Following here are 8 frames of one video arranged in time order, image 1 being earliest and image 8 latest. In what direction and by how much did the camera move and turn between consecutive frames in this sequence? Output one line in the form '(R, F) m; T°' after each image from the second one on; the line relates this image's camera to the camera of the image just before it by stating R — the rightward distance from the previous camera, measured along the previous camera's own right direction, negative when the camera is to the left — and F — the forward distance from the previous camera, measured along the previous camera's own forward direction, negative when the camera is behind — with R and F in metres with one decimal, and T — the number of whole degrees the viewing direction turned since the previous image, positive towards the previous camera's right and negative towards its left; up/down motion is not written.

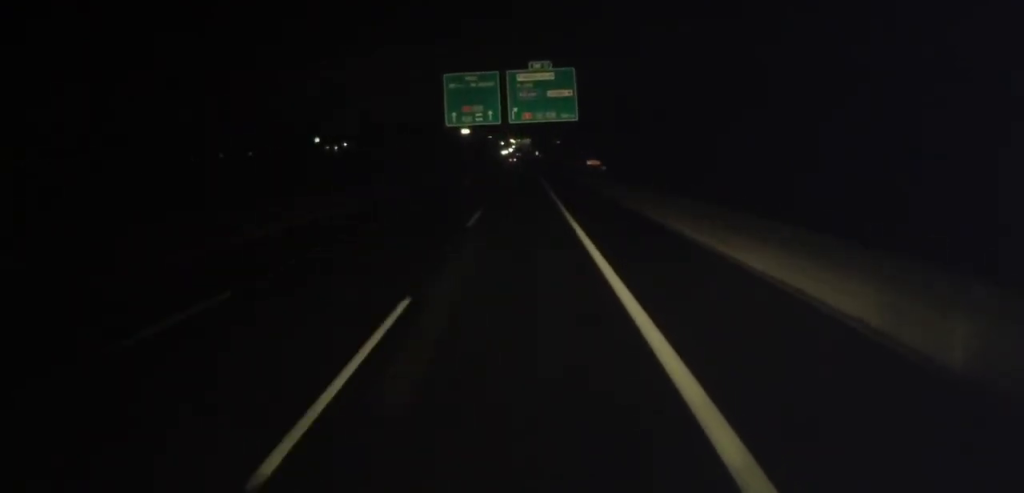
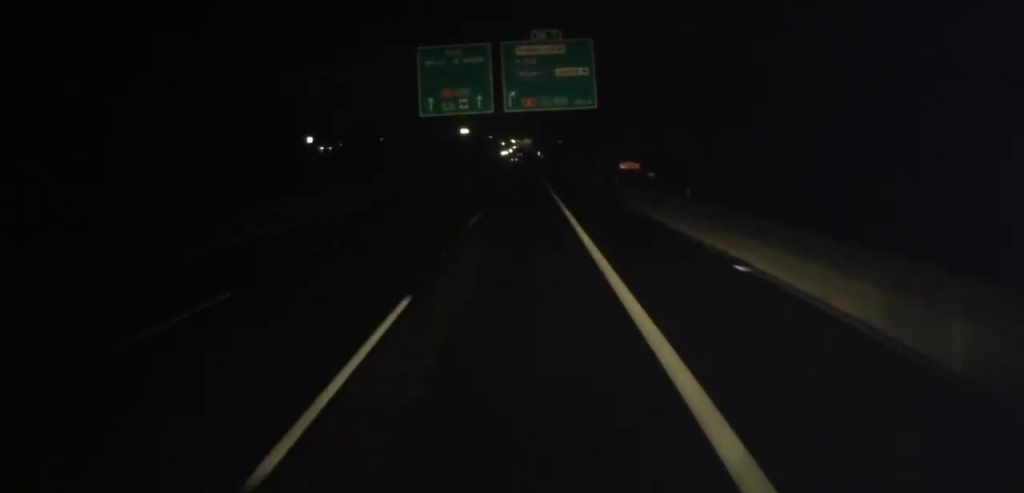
(-0.2, +17.8) m; -1°
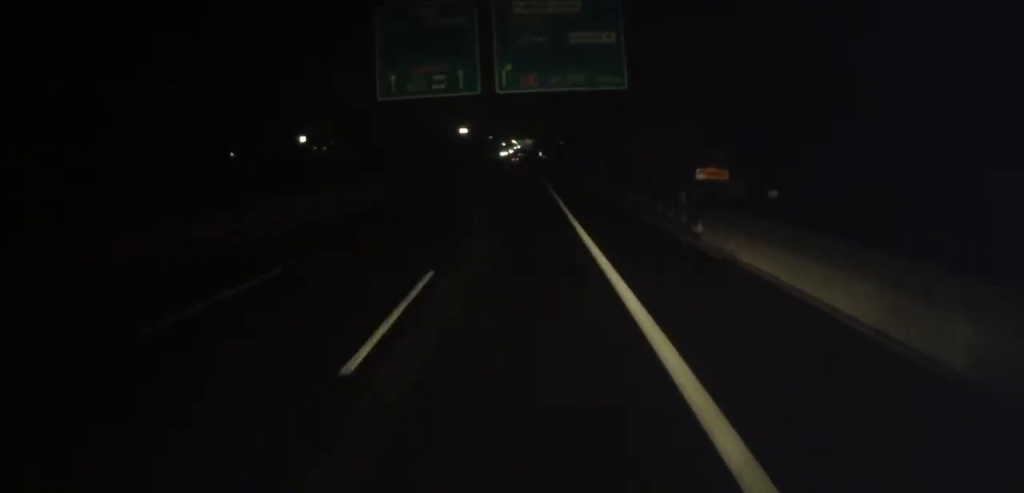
(0.0, +15.4) m; 0°
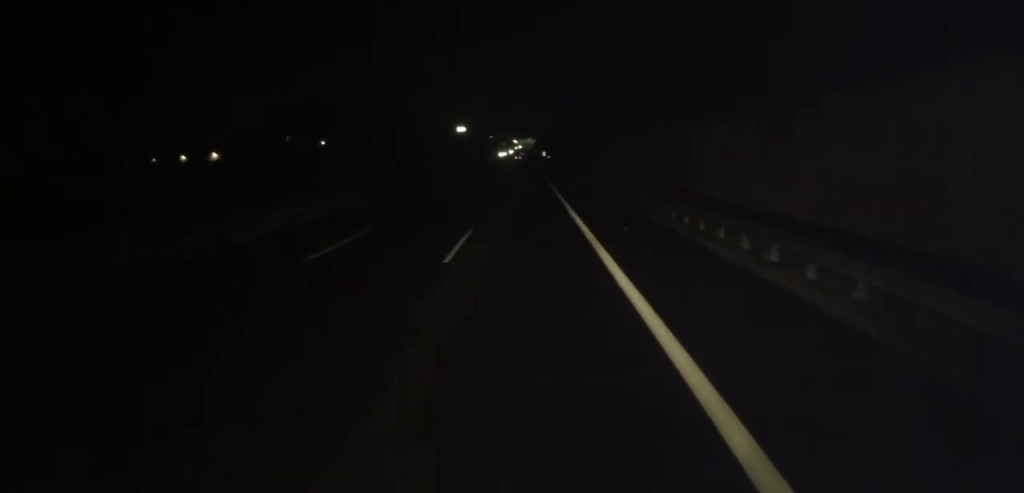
(0.0, +28.3) m; 0°
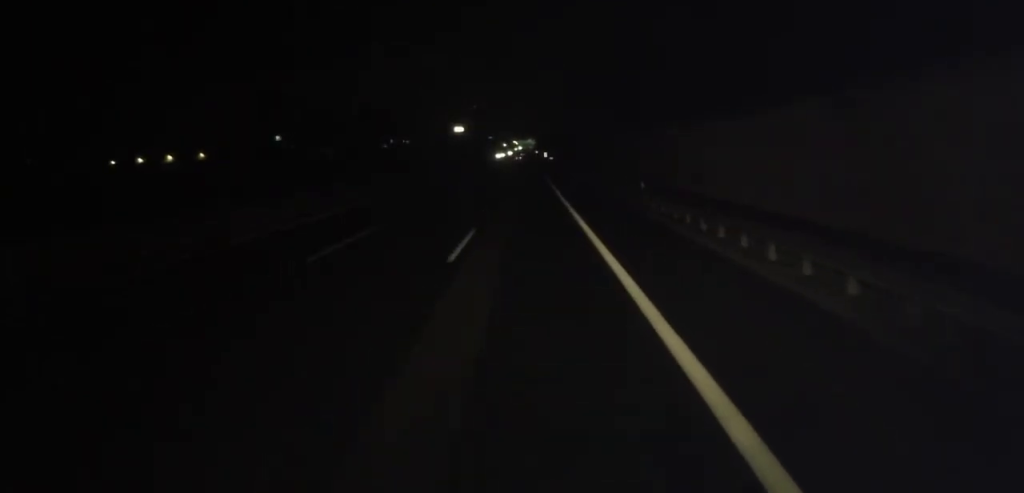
(0.0, +17.7) m; +1°
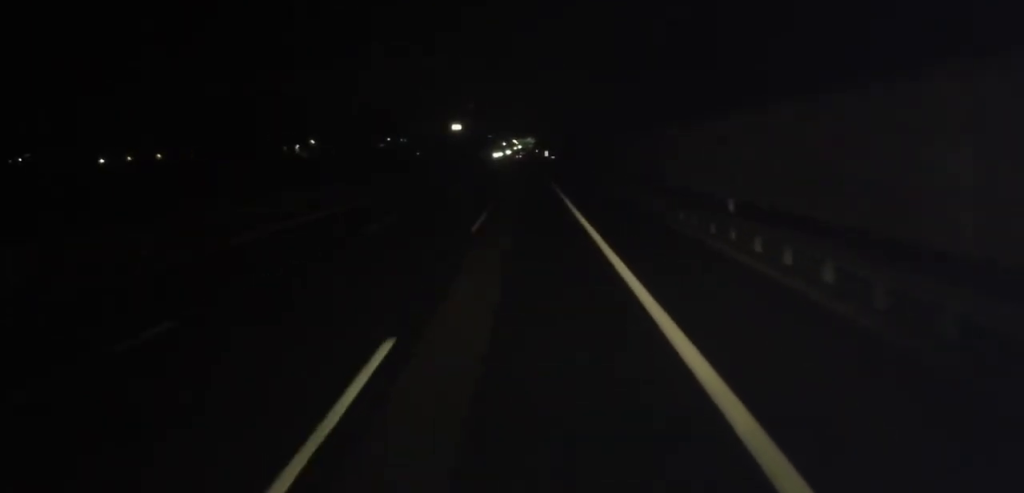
(+0.1, +12.9) m; 0°
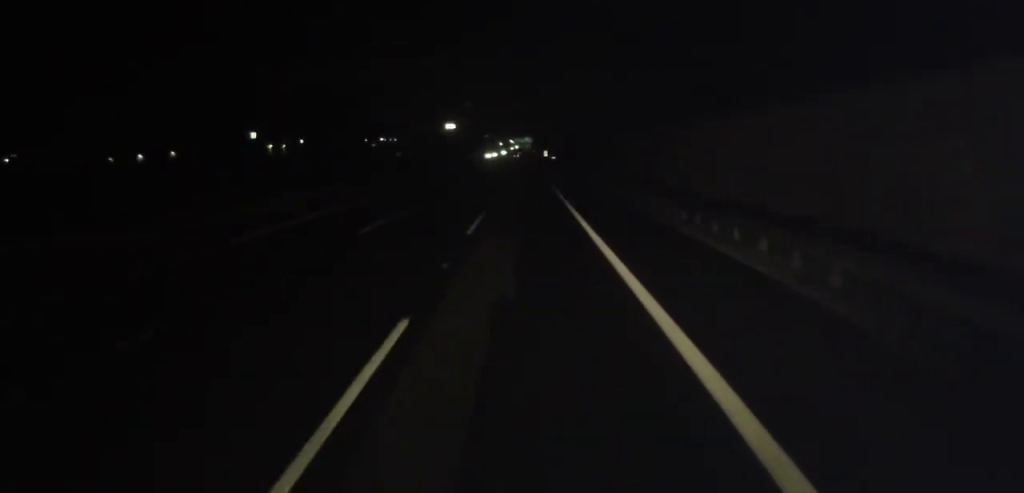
(+0.5, +18.5) m; -1°
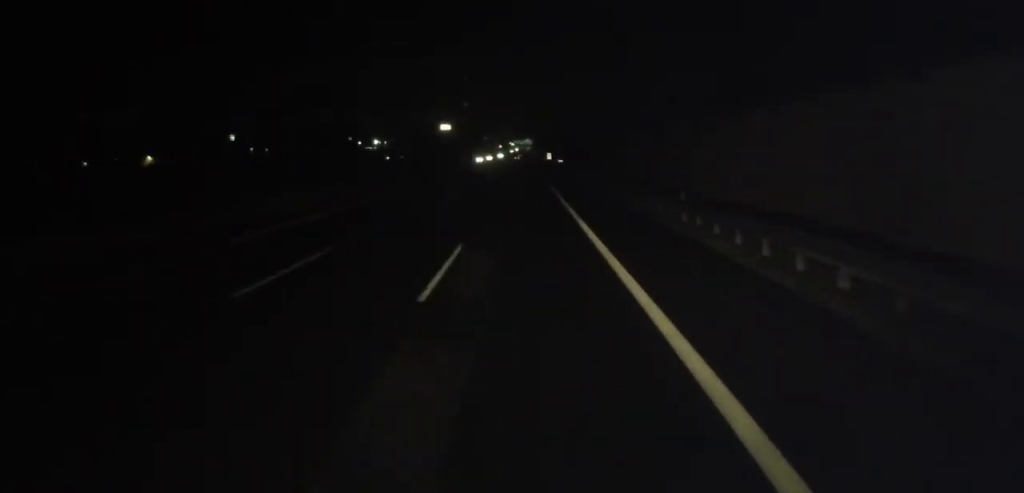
(-0.9, +26.2) m; -1°
